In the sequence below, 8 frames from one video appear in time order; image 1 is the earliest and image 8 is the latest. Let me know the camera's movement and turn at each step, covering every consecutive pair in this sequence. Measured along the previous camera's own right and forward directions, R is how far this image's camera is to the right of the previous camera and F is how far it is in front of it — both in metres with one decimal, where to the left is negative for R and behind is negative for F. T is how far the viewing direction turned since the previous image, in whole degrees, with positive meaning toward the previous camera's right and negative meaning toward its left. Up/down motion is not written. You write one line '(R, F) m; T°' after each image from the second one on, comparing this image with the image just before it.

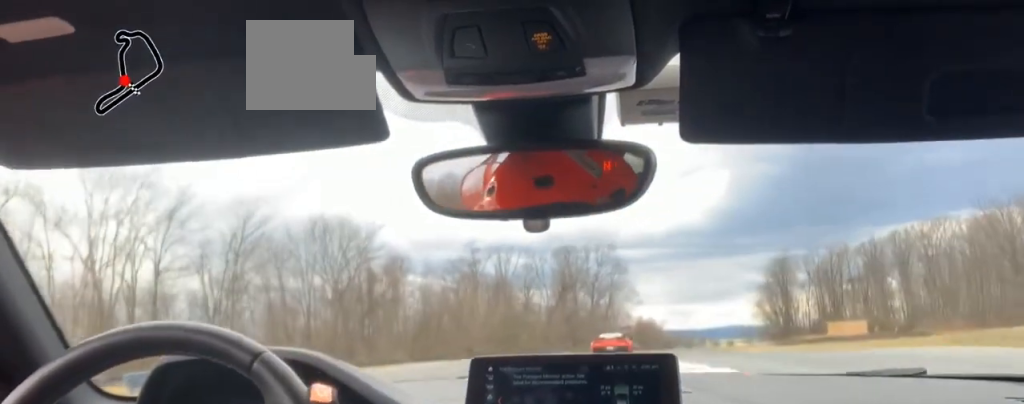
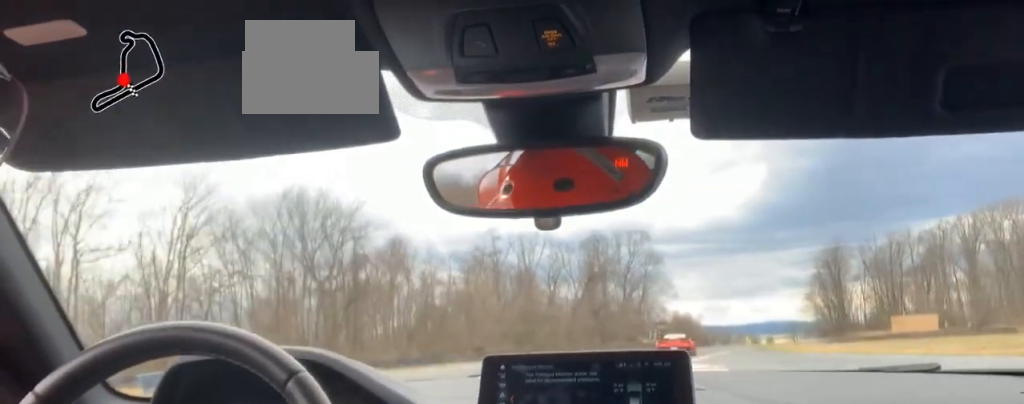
(-2.0, +17.3) m; -8°
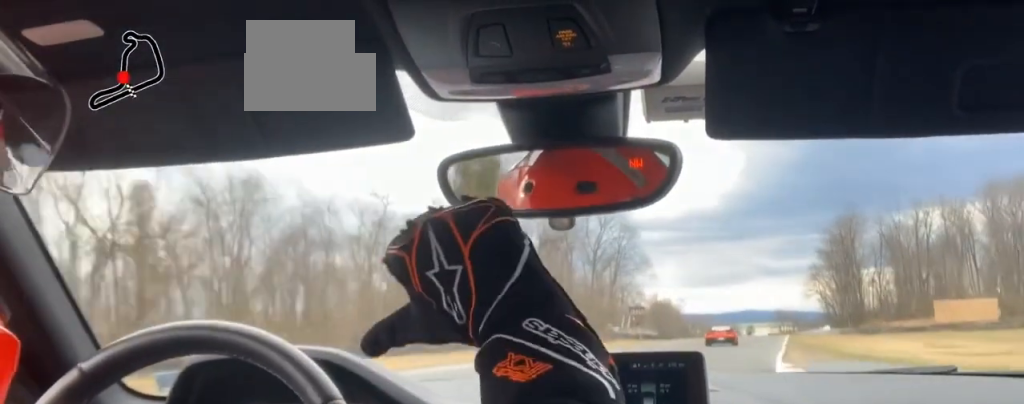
(-0.5, +35.3) m; 0°
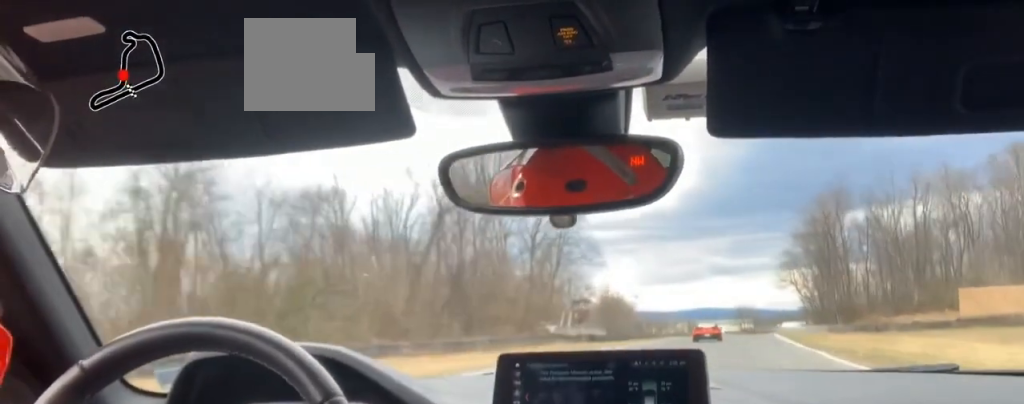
(+0.3, +29.0) m; +3°
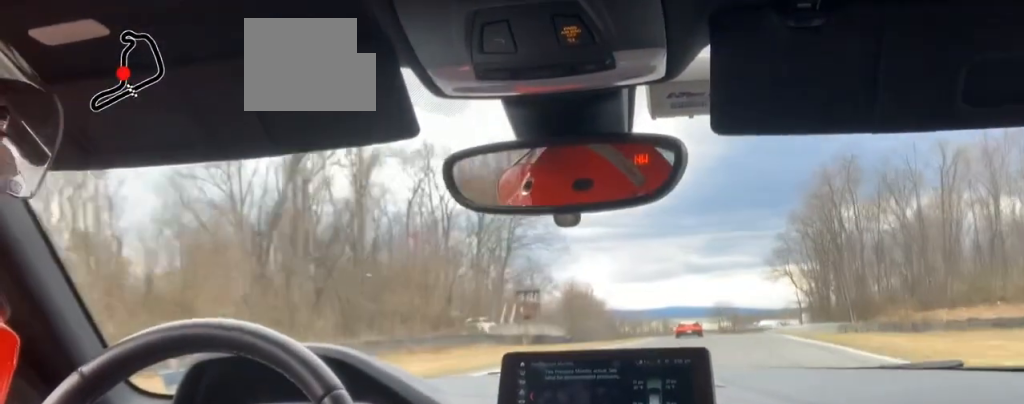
(+0.7, +25.3) m; +2°
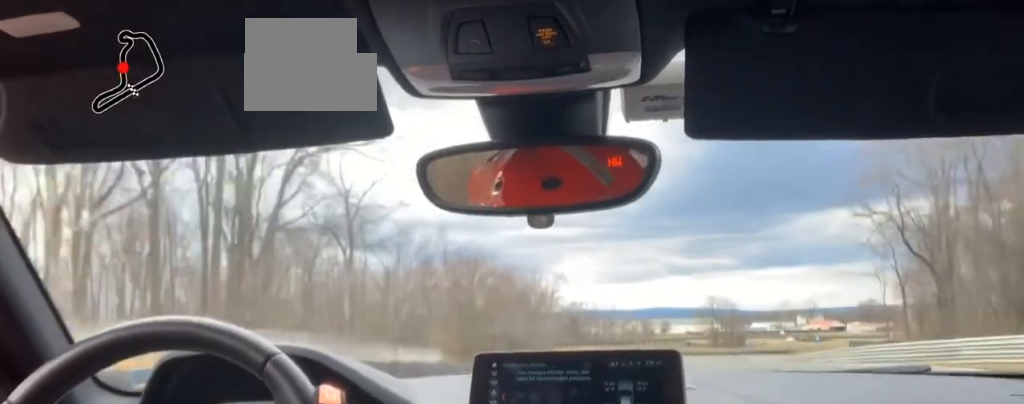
(+1.7, +70.9) m; +1°
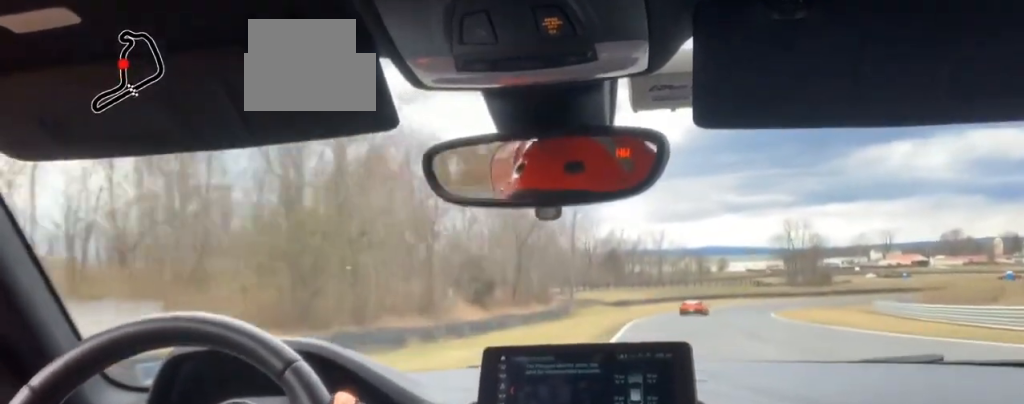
(-0.7, +48.2) m; 0°
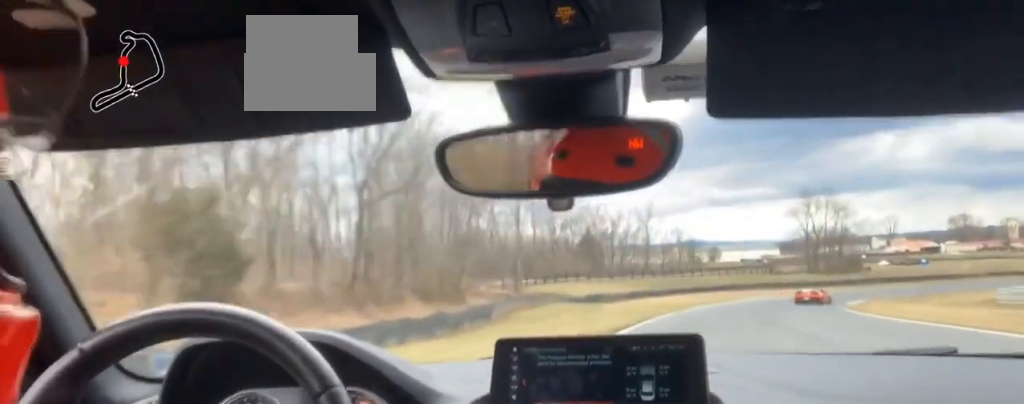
(+0.3, +43.4) m; +2°
